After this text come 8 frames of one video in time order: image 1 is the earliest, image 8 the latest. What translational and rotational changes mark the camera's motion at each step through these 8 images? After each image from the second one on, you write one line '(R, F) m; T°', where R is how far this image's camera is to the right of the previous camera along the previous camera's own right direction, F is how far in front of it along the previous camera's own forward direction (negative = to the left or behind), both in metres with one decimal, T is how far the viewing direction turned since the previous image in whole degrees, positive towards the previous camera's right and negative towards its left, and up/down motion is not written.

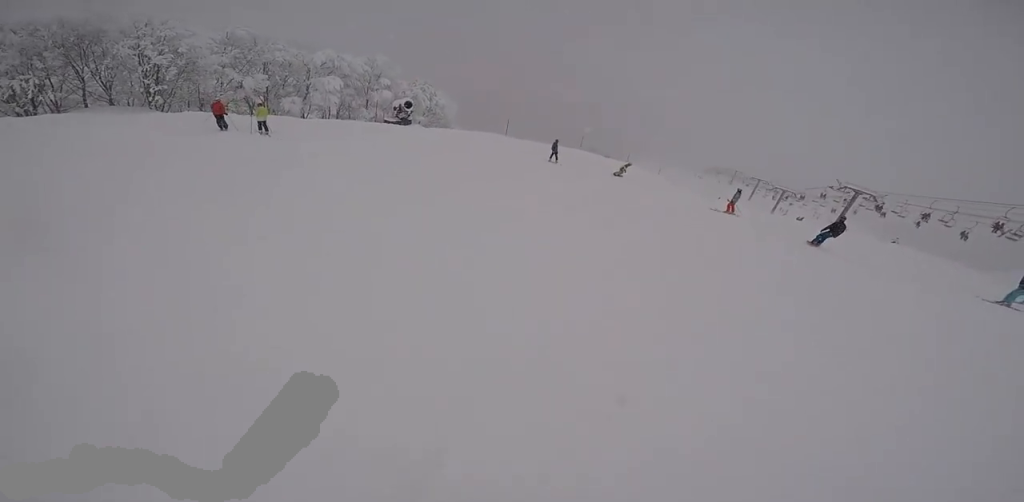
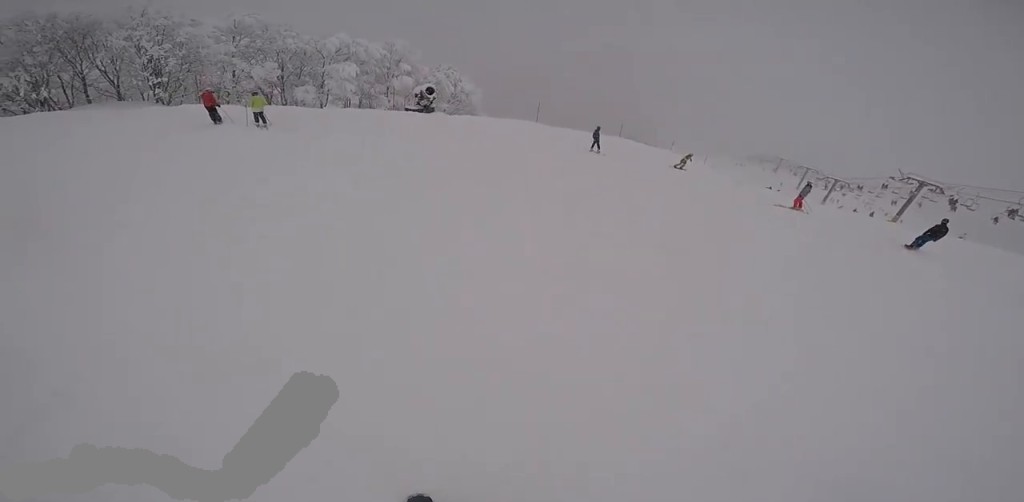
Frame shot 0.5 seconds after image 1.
(-0.5, +2.4) m; +3°
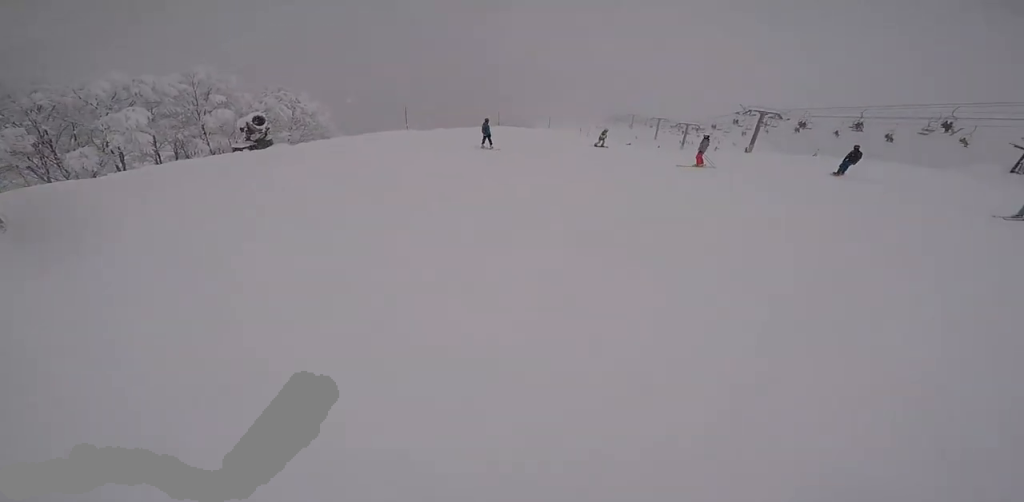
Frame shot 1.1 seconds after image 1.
(-1.1, +3.3) m; +10°
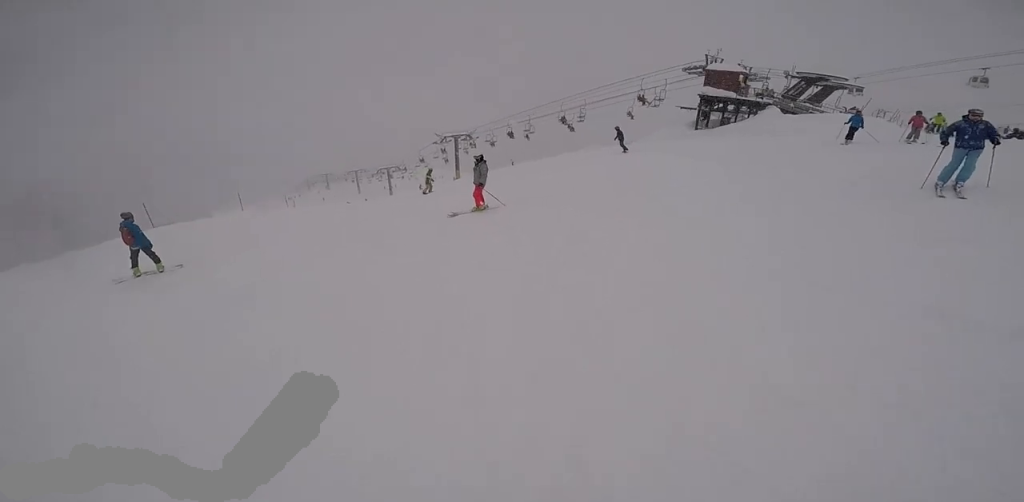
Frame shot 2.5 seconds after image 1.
(+3.9, +7.7) m; +29°
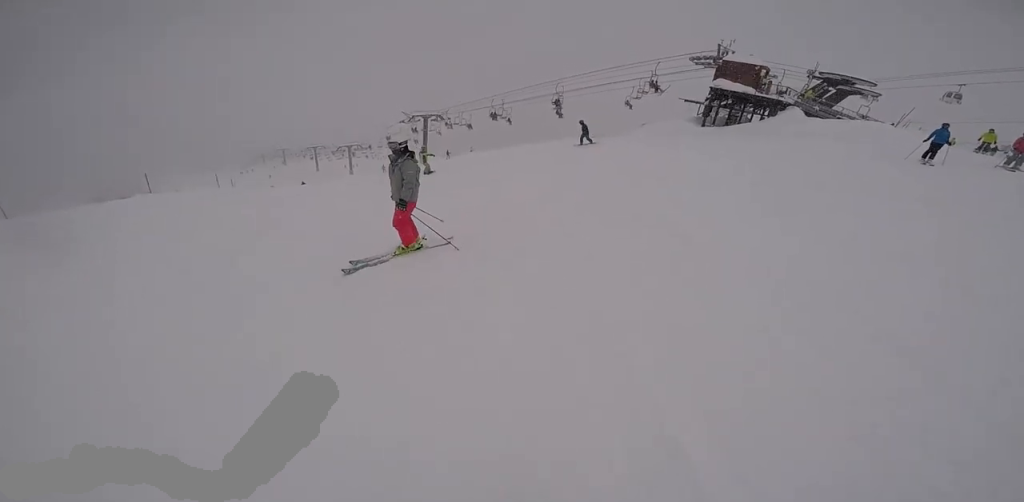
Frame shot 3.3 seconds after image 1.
(+0.1, +4.9) m; +3°
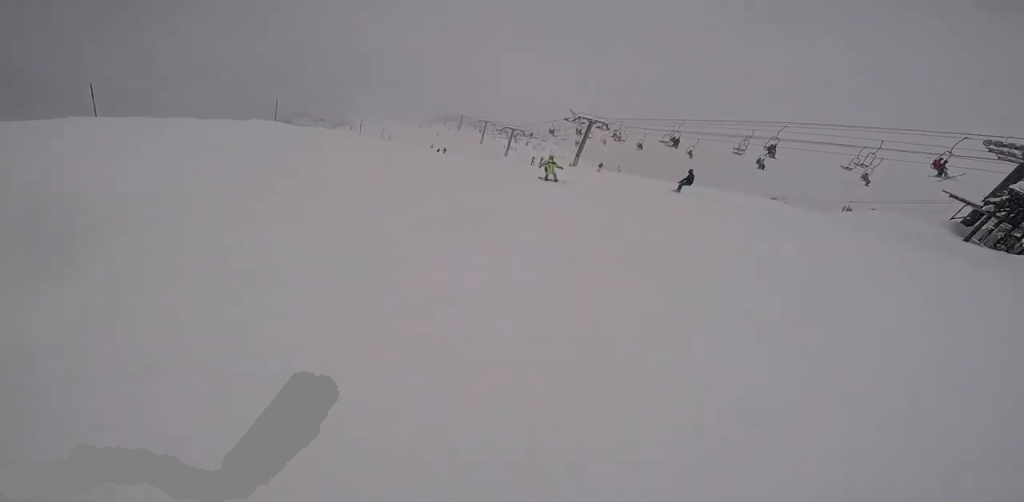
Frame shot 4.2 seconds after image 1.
(+0.3, +6.2) m; -2°
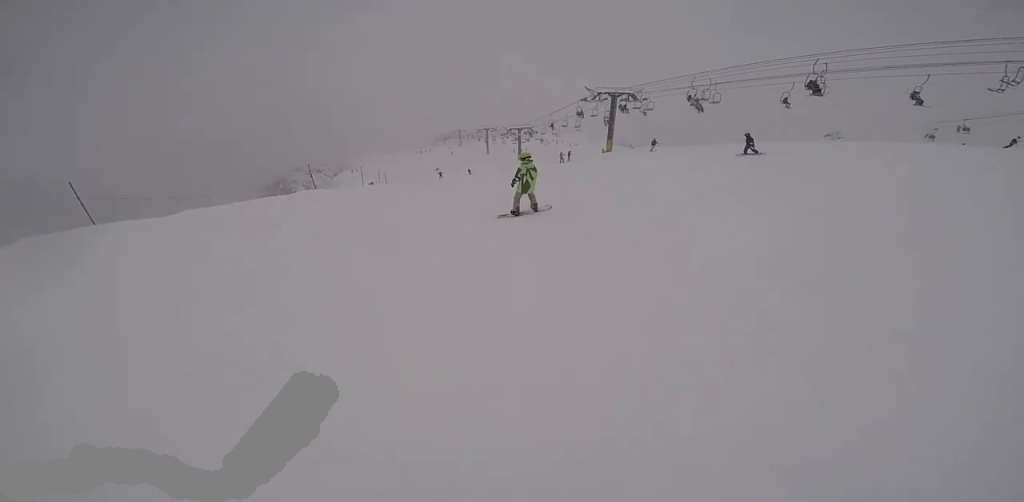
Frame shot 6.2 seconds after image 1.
(-2.6, +12.0) m; -1°
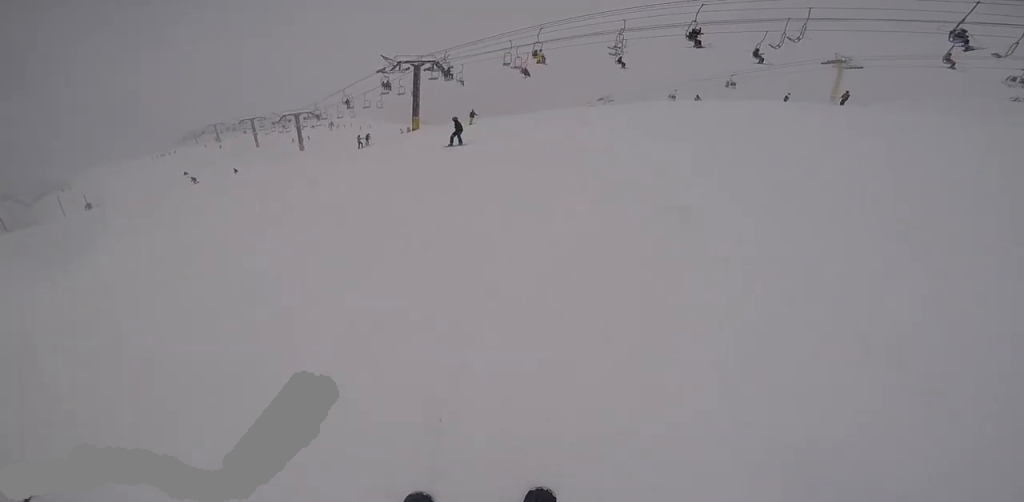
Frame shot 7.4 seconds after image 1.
(+2.8, +6.7) m; +27°
